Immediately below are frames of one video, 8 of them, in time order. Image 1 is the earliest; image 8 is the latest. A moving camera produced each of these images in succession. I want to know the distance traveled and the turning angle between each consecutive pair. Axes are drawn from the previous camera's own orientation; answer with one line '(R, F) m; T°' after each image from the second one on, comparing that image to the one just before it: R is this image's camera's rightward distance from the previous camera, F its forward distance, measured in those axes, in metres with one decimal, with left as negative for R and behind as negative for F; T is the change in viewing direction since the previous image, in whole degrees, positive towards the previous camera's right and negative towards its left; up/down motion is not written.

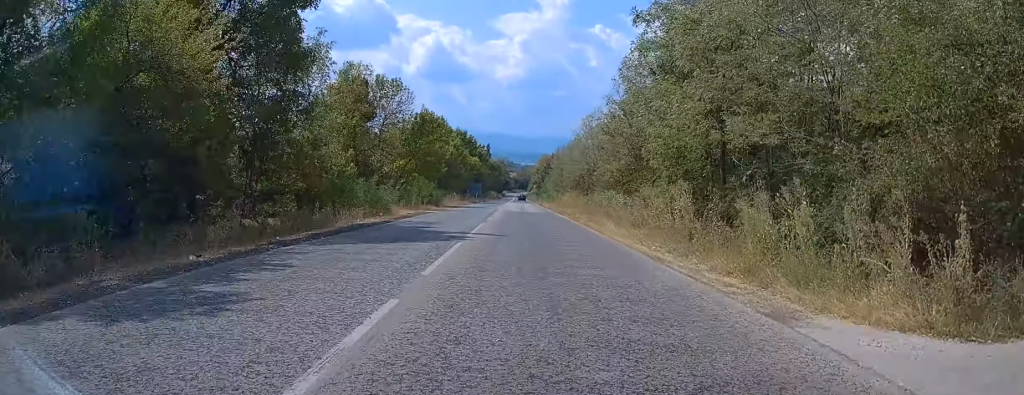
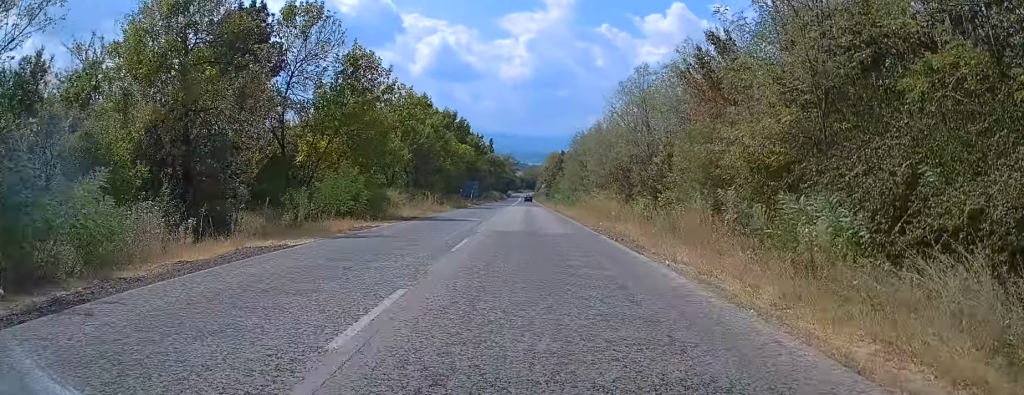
(0.0, +25.2) m; -1°
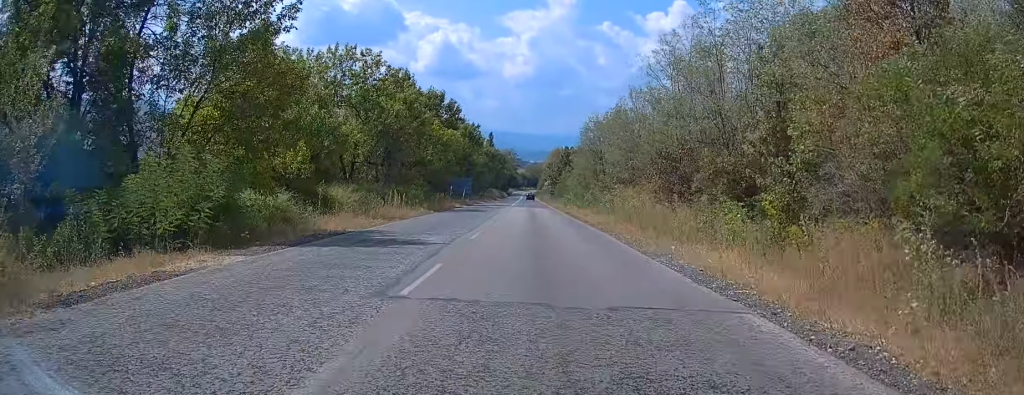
(-0.2, +14.5) m; -1°
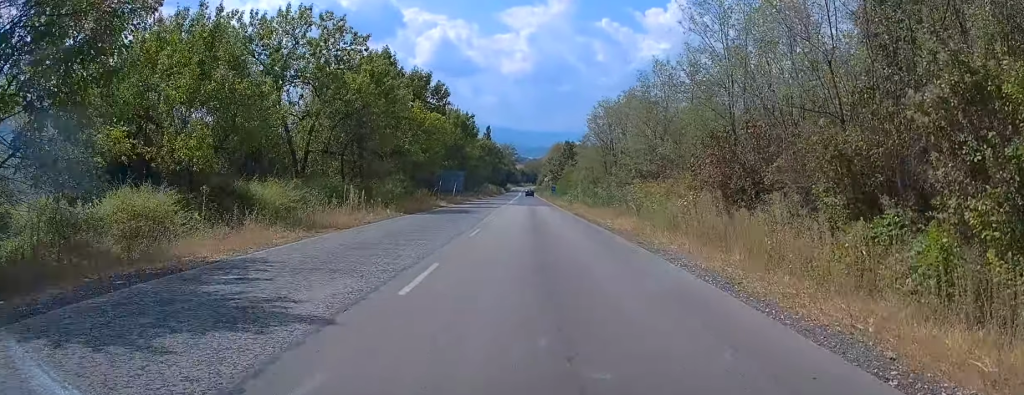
(0.0, +9.5) m; 0°
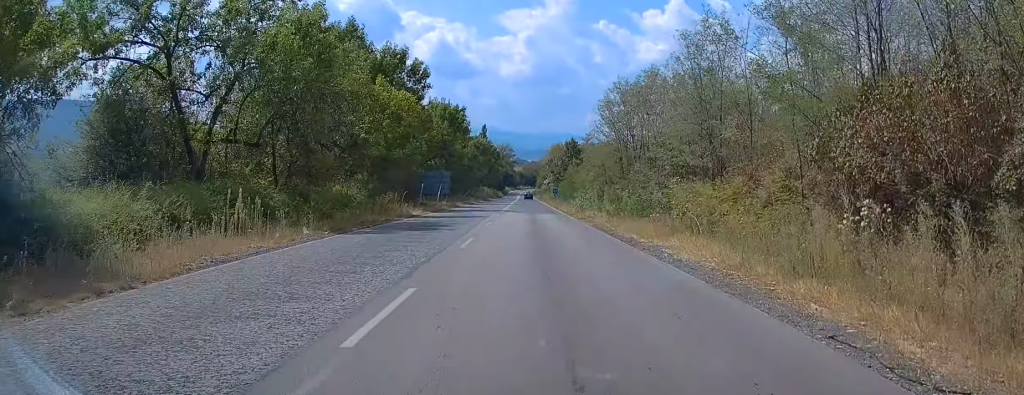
(-0.1, +11.3) m; 0°
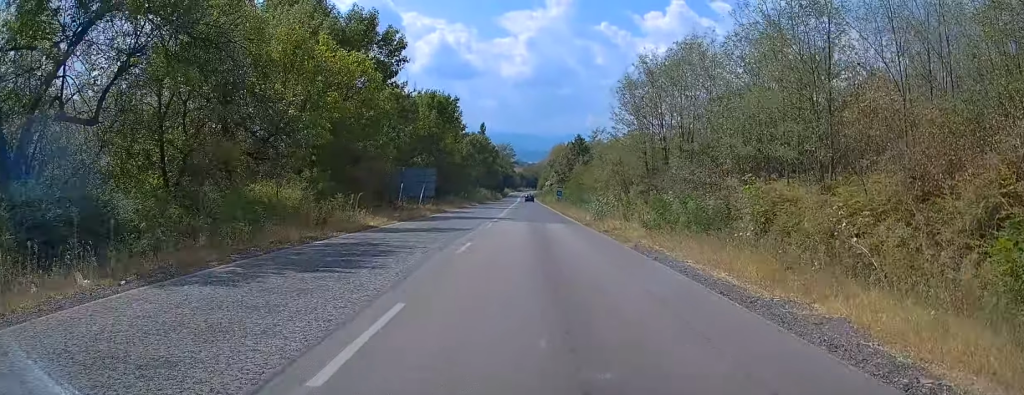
(+0.1, +10.1) m; 0°
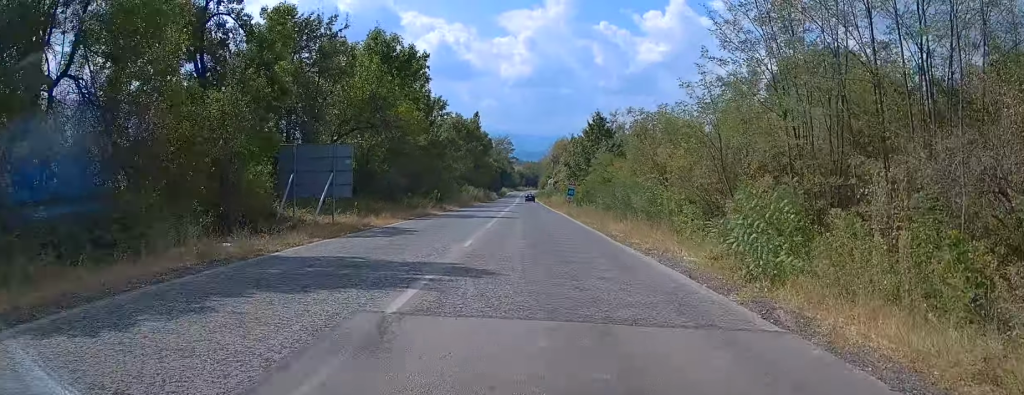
(+0.1, +23.3) m; 0°
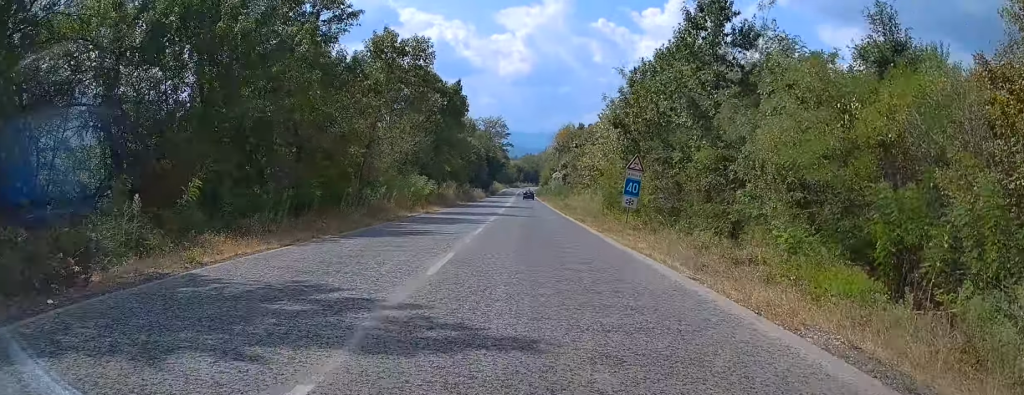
(-0.5, +40.2) m; 0°
